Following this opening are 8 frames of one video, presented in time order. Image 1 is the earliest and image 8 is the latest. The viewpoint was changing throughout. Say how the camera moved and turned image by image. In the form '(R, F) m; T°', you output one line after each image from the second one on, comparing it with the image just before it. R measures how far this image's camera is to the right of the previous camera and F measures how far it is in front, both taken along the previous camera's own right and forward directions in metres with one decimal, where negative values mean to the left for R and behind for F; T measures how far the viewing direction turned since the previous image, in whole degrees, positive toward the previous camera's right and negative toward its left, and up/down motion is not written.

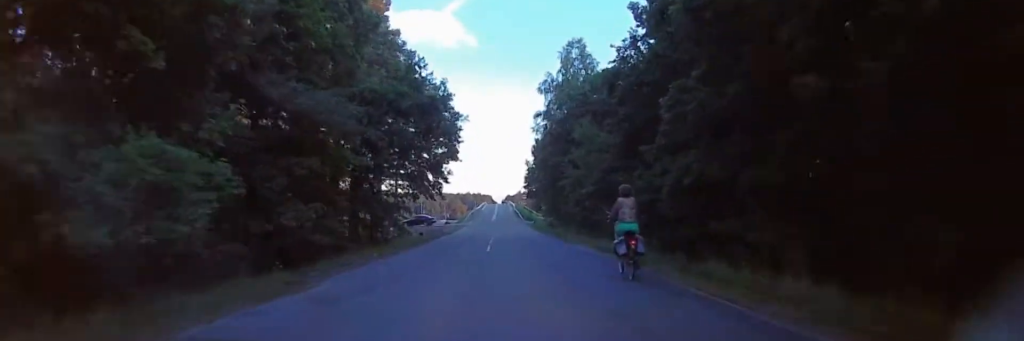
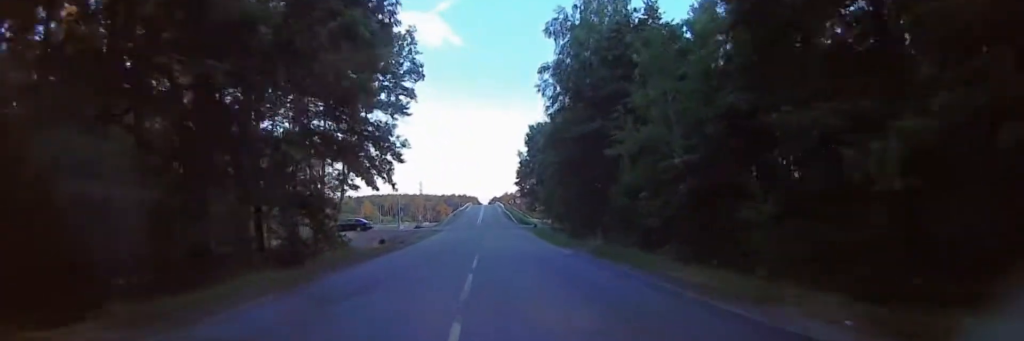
(+0.1, +19.8) m; +1°
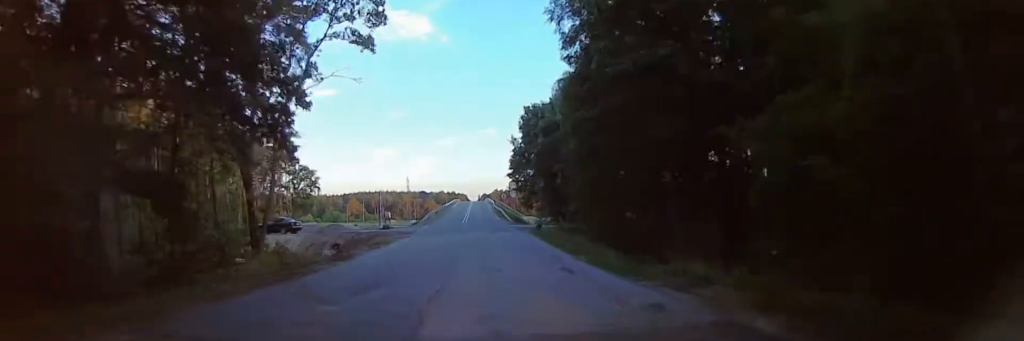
(+0.1, +13.8) m; +1°
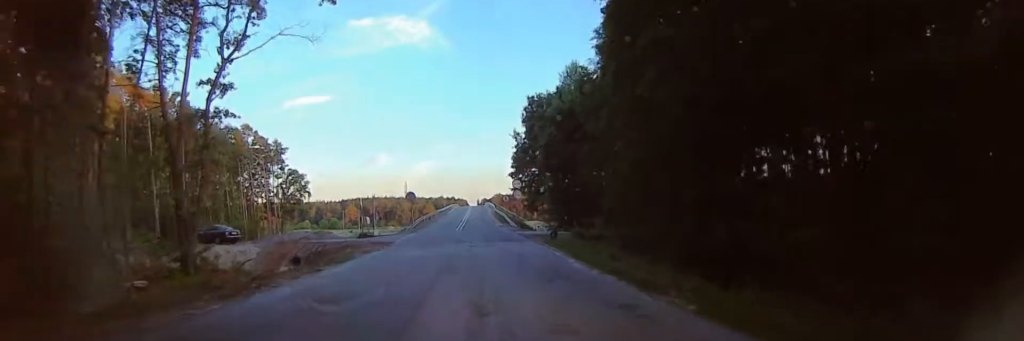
(0.0, +8.5) m; 0°
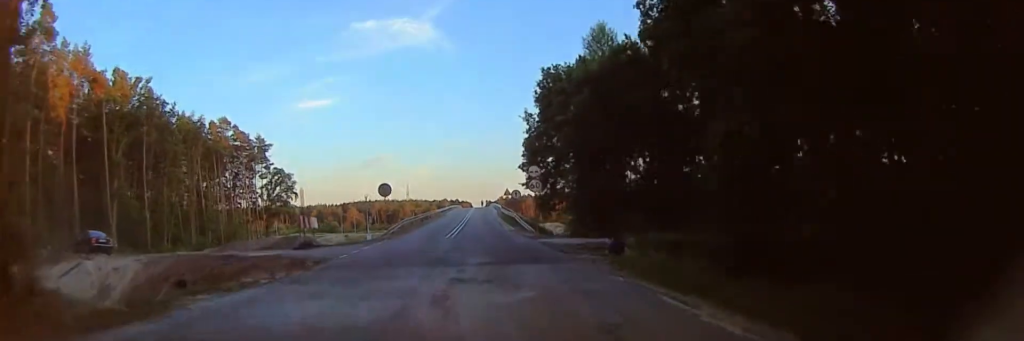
(+0.1, +13.8) m; 0°
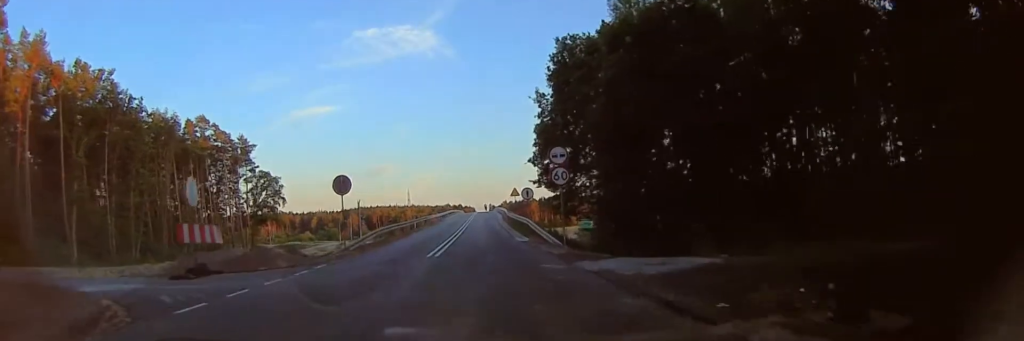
(0.0, +10.6) m; 0°
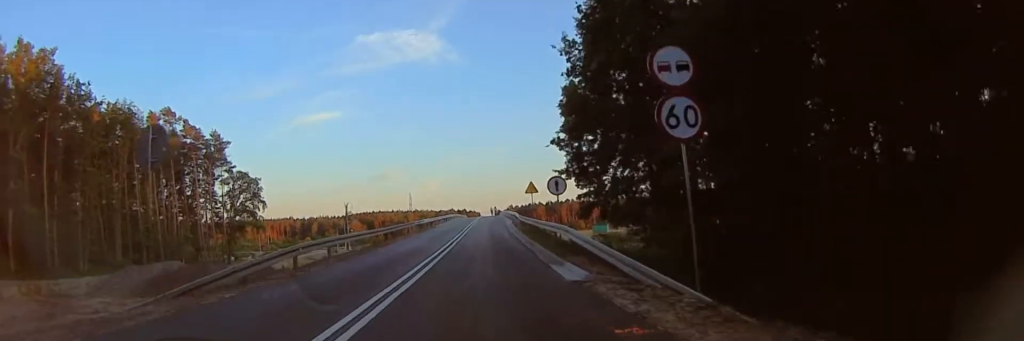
(-0.1, +14.3) m; 0°
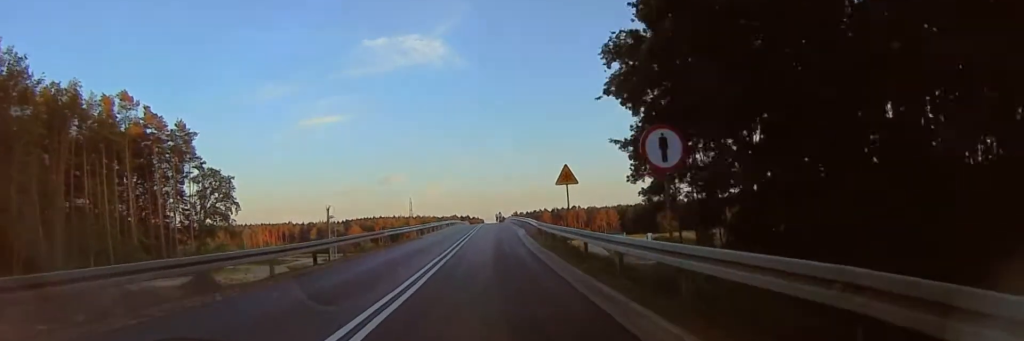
(0.0, +14.8) m; 0°
